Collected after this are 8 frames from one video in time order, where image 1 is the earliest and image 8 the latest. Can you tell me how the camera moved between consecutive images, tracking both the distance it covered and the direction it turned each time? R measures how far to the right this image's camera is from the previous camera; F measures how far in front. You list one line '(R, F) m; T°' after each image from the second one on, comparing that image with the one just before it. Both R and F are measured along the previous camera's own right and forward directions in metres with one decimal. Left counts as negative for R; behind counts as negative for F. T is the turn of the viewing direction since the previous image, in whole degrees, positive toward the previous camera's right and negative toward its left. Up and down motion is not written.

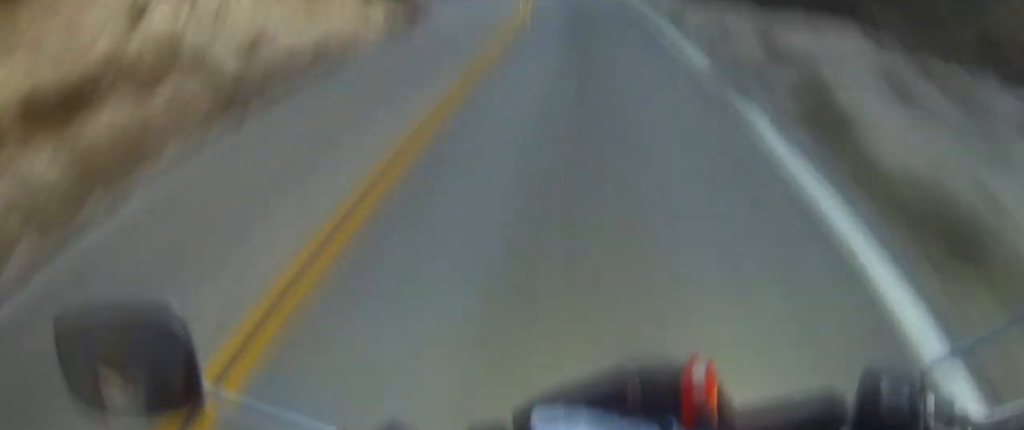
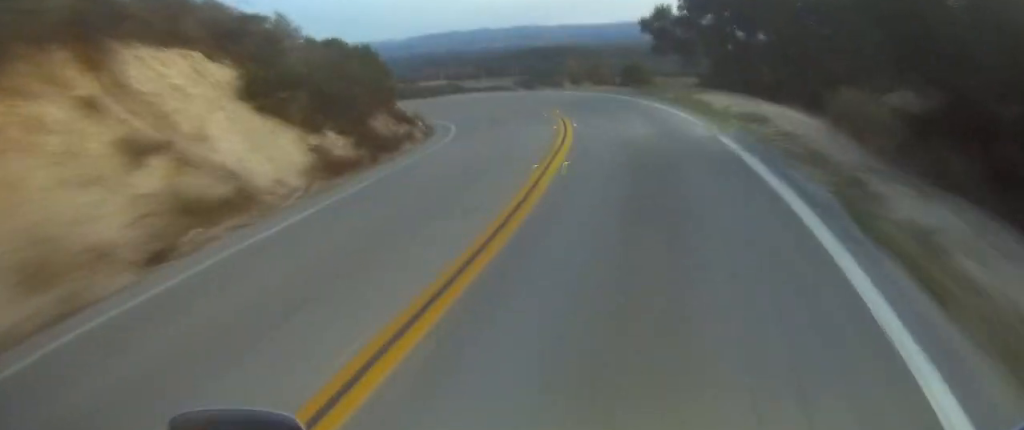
(+0.4, +21.9) m; -4°
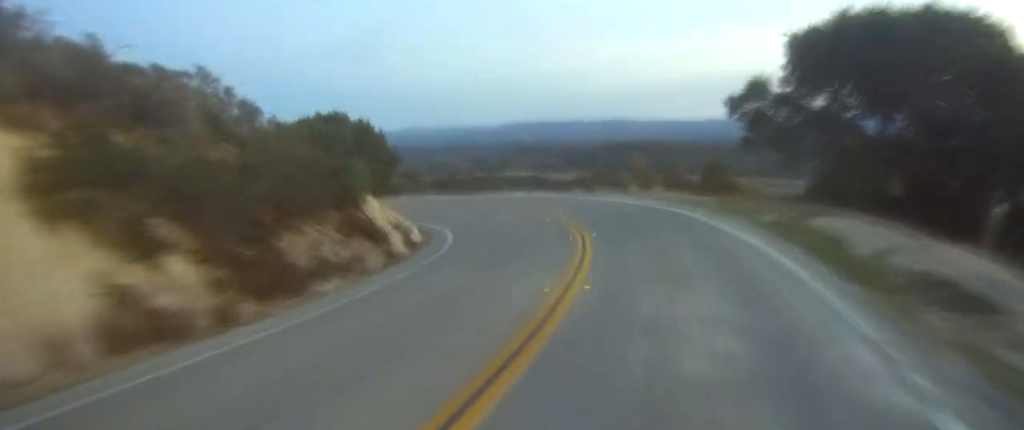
(-0.6, +9.3) m; -9°
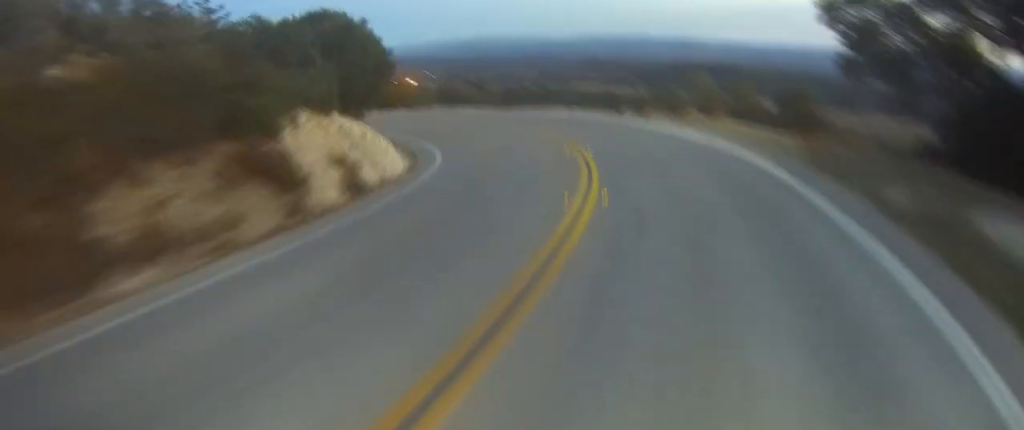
(-0.3, +6.7) m; -8°
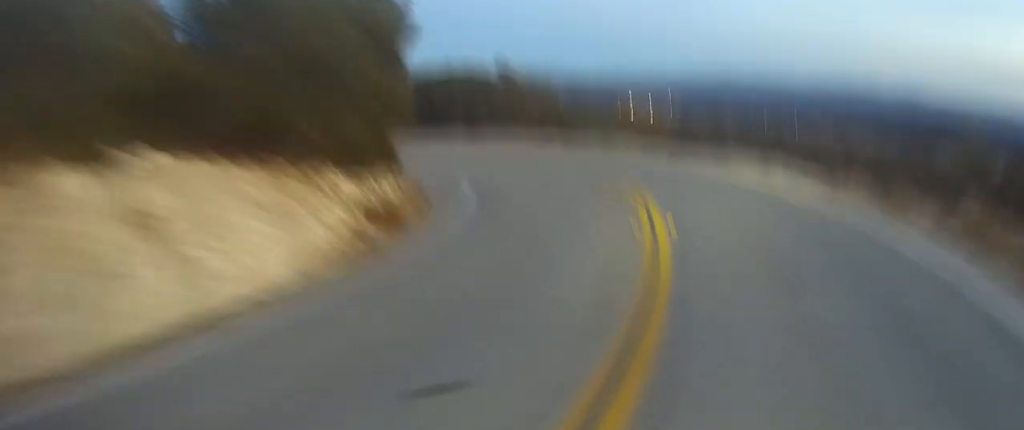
(-2.3, +14.0) m; -18°
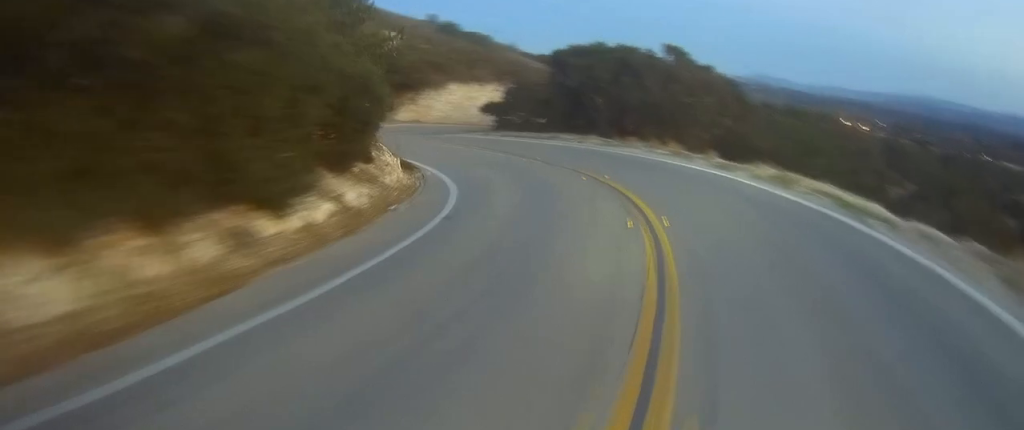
(-2.0, +13.3) m; -20°
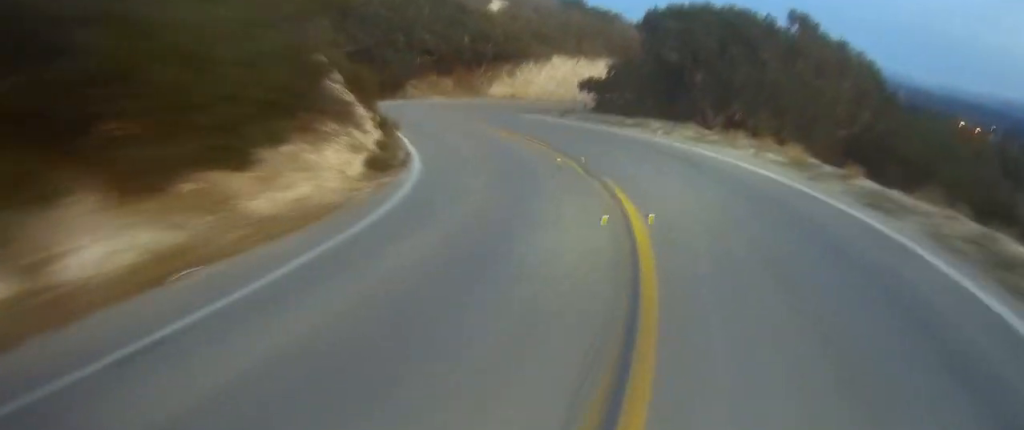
(-1.2, +8.7) m; -16°
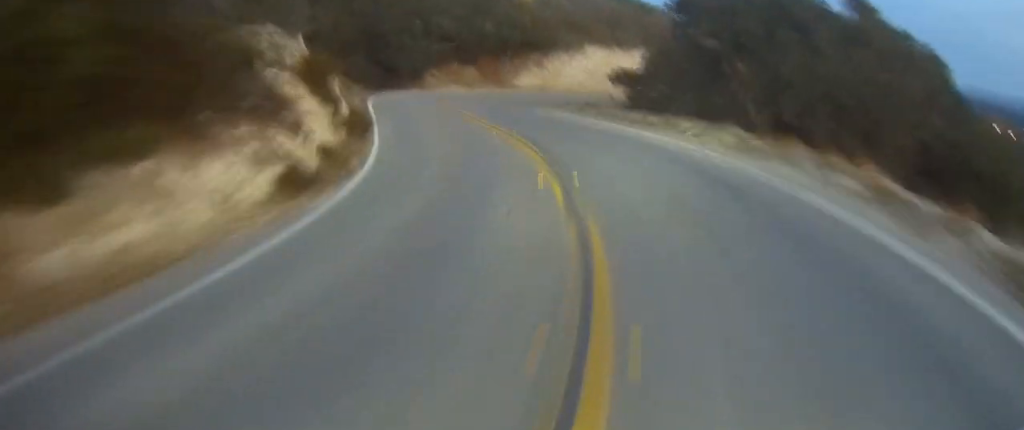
(-0.2, +4.6) m; -8°
